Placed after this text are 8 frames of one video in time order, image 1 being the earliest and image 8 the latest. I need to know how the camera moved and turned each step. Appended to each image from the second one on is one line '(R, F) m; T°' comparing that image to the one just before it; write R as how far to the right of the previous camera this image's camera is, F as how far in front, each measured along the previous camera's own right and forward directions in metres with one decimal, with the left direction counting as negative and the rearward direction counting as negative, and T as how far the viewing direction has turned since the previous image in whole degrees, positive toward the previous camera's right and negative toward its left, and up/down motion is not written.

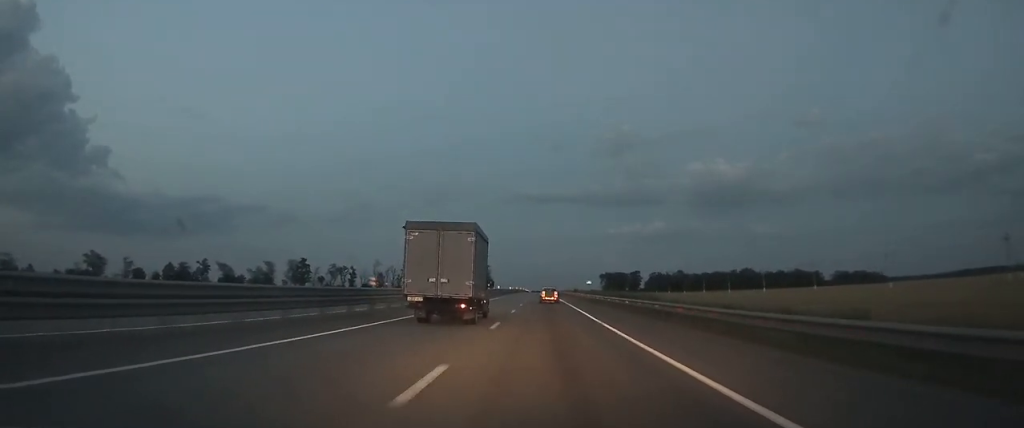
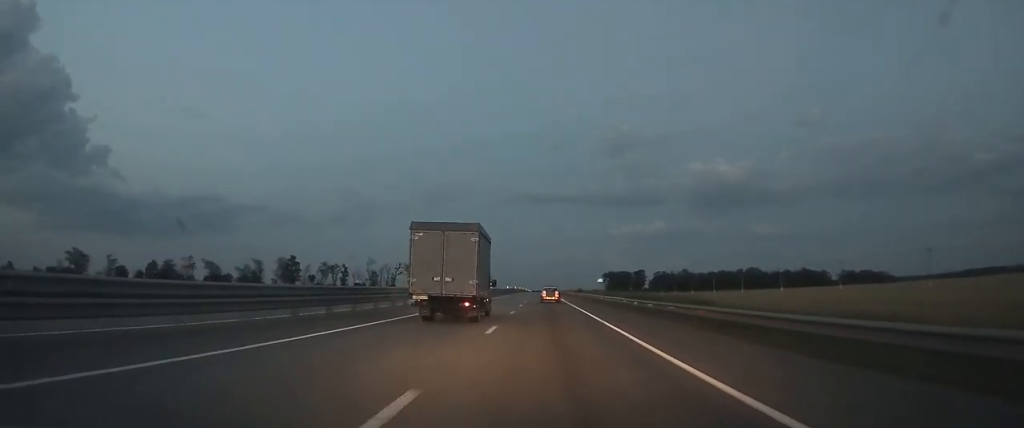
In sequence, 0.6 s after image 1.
(0.0, +14.4) m; 0°
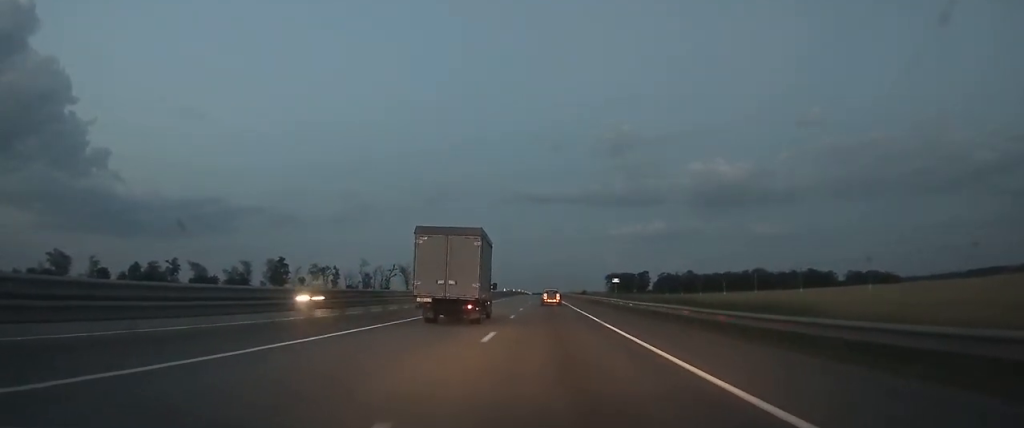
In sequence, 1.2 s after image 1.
(0.0, +13.6) m; 0°
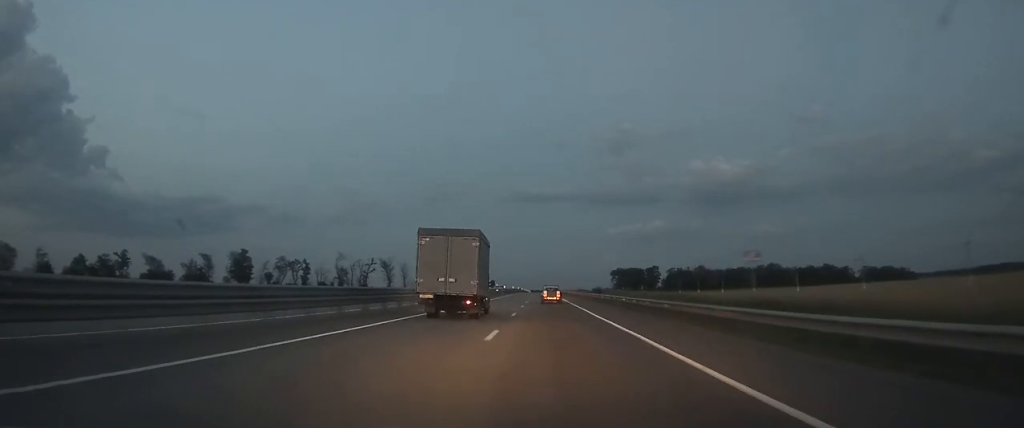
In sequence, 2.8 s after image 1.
(0.0, +36.1) m; 0°
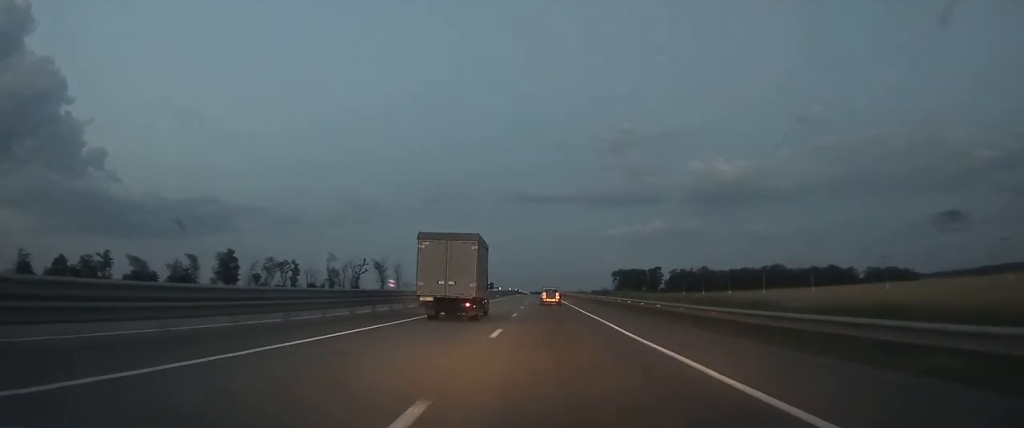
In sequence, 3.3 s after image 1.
(0.0, +10.5) m; 0°
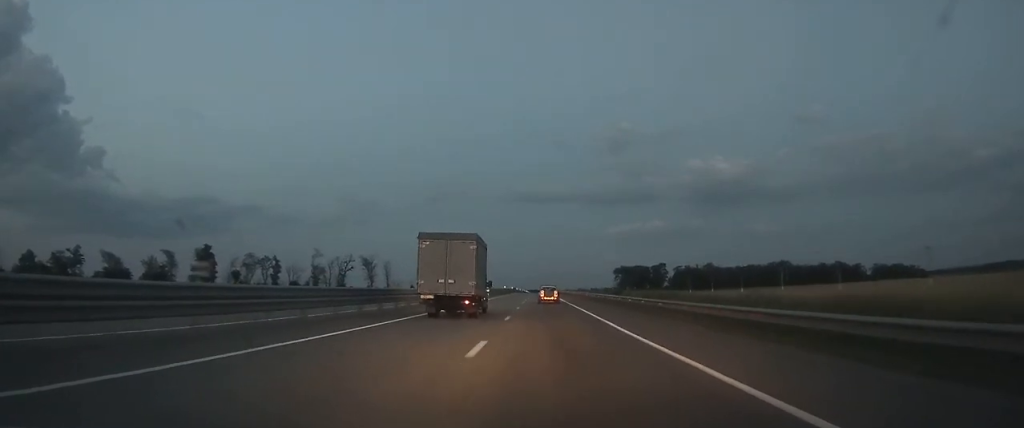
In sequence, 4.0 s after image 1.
(0.0, +16.5) m; 0°
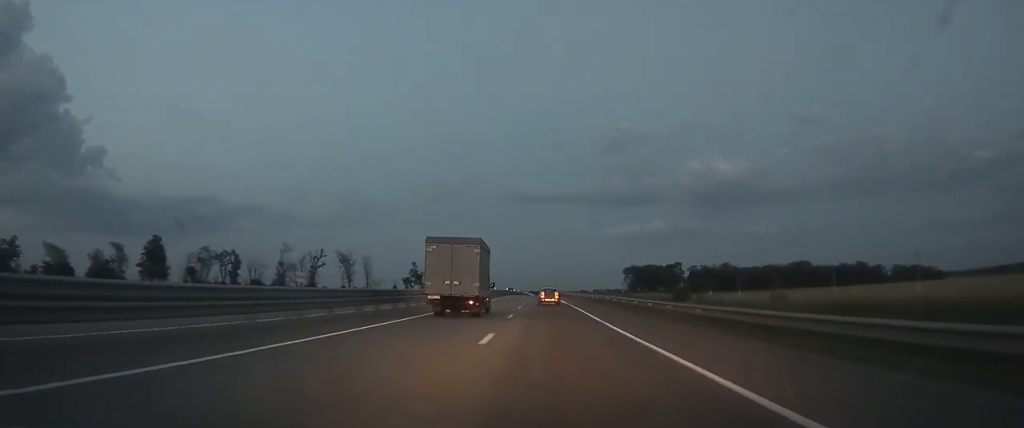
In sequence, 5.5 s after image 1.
(+0.1, +33.1) m; 0°
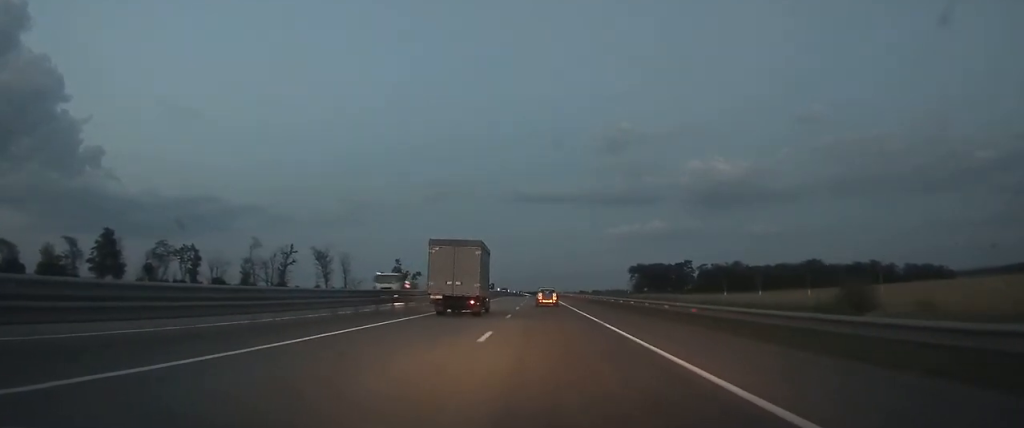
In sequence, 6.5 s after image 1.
(0.0, +23.5) m; 0°
